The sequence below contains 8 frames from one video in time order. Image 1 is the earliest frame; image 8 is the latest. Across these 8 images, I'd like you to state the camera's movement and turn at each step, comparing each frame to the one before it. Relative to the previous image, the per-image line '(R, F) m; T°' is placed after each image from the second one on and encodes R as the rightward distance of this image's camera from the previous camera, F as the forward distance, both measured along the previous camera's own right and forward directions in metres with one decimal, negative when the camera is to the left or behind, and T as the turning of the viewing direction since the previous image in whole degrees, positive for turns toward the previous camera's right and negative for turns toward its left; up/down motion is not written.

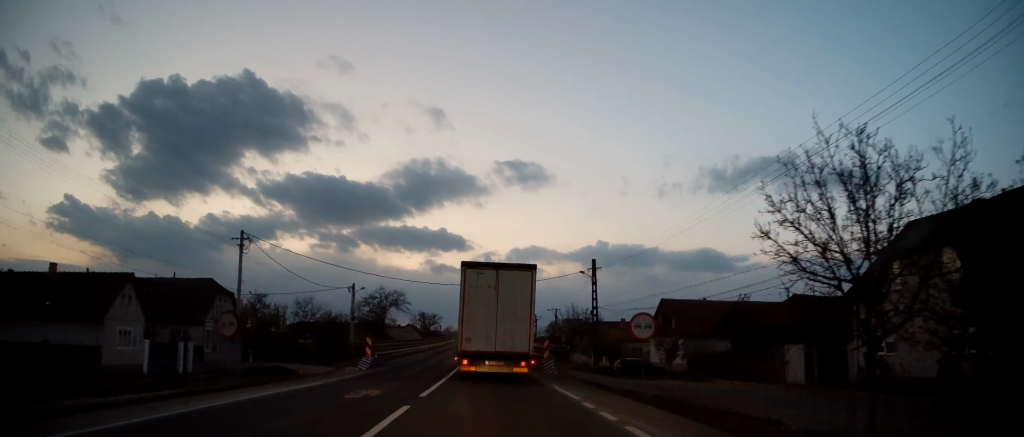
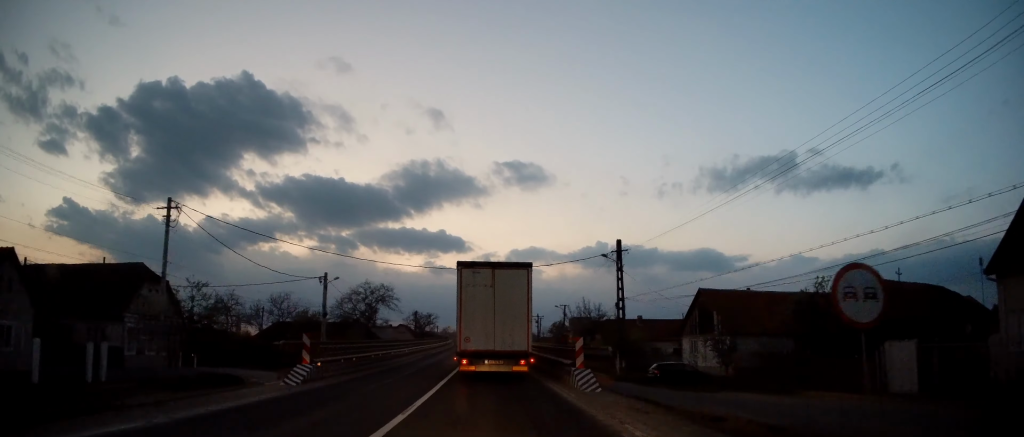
(+0.1, +9.4) m; 0°
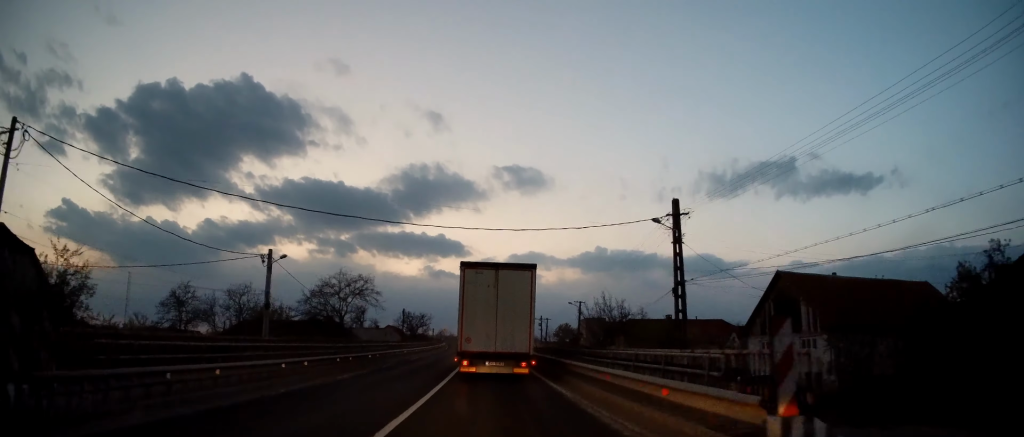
(-0.1, +11.9) m; 0°
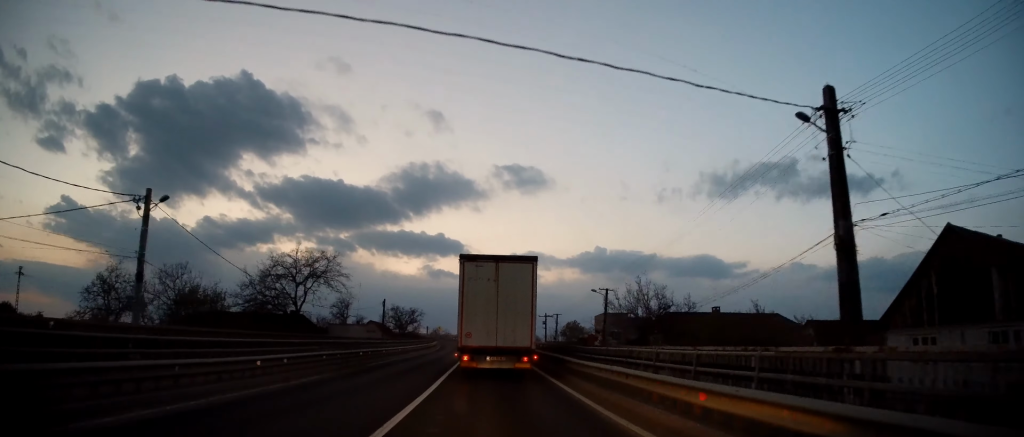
(-0.1, +13.2) m; 0°
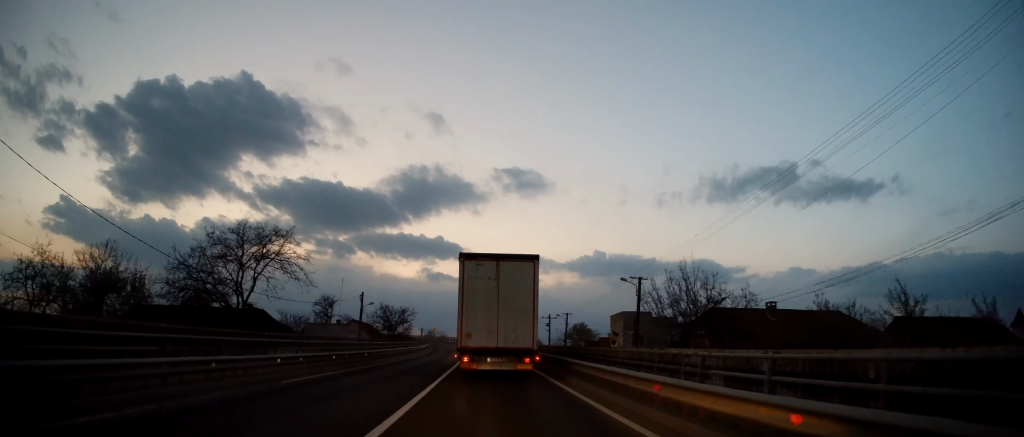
(+0.1, +10.1) m; +1°
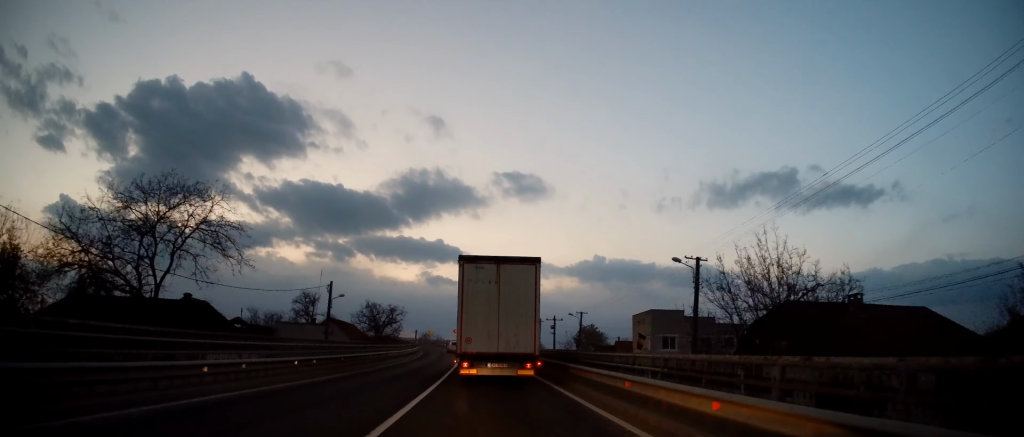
(+0.1, +10.1) m; 0°
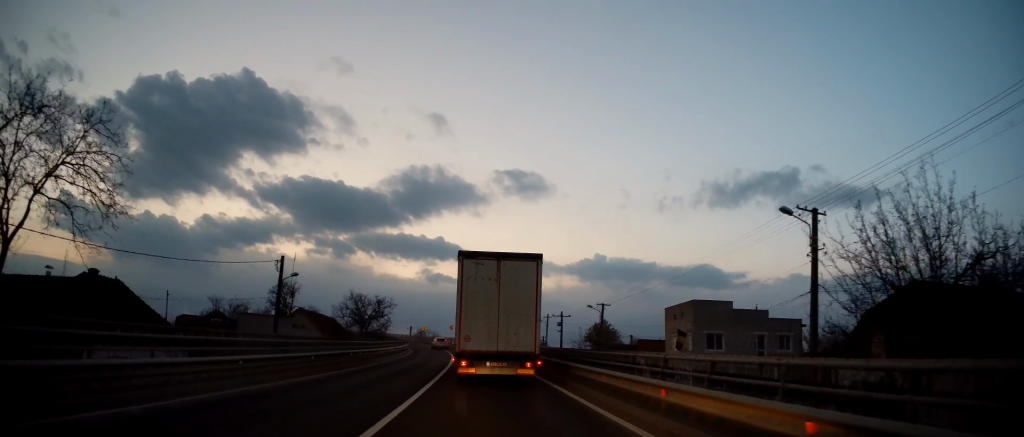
(0.0, +10.1) m; 0°
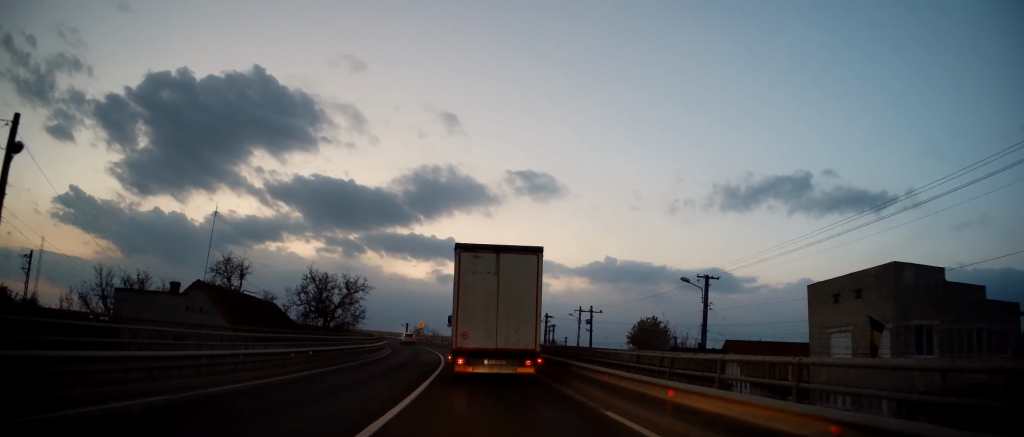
(0.0, +20.4) m; -1°
